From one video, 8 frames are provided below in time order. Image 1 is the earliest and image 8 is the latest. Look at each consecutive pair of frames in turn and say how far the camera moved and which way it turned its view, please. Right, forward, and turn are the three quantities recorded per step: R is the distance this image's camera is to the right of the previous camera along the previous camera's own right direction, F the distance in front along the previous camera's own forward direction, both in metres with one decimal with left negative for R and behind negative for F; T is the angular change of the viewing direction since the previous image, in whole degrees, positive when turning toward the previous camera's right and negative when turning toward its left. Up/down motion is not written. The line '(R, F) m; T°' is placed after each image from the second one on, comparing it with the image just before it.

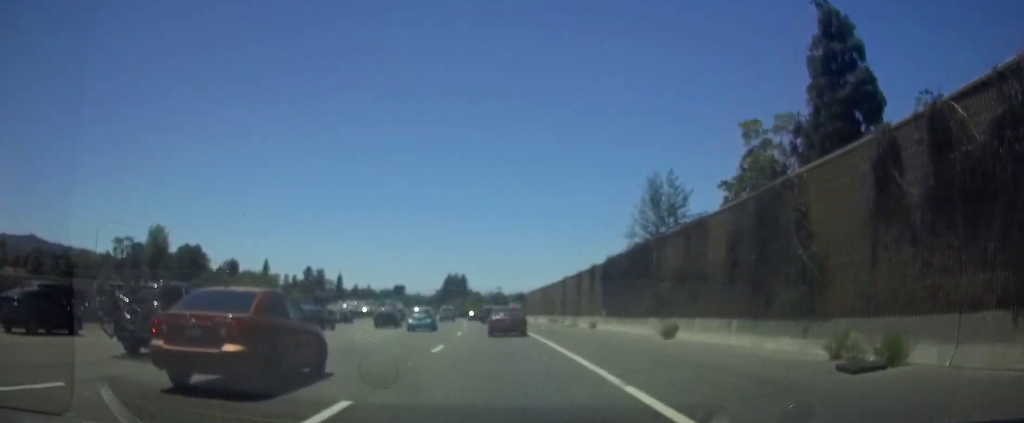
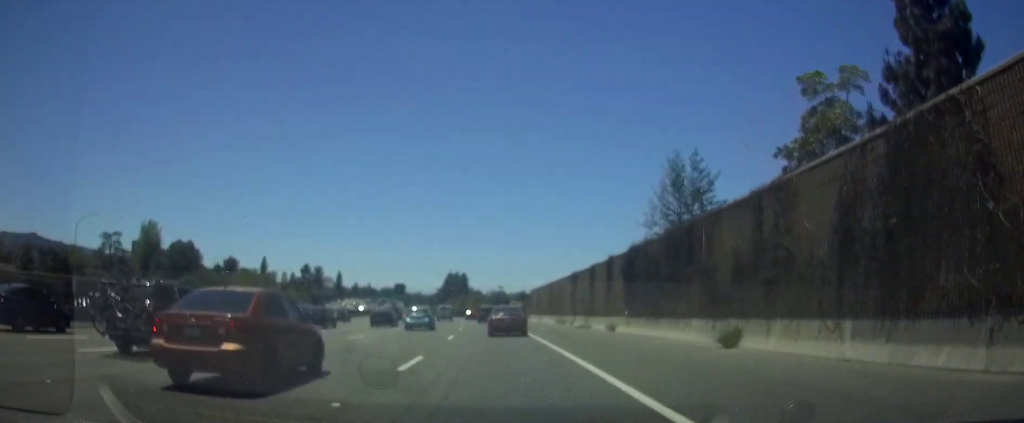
(0.0, +5.9) m; 0°
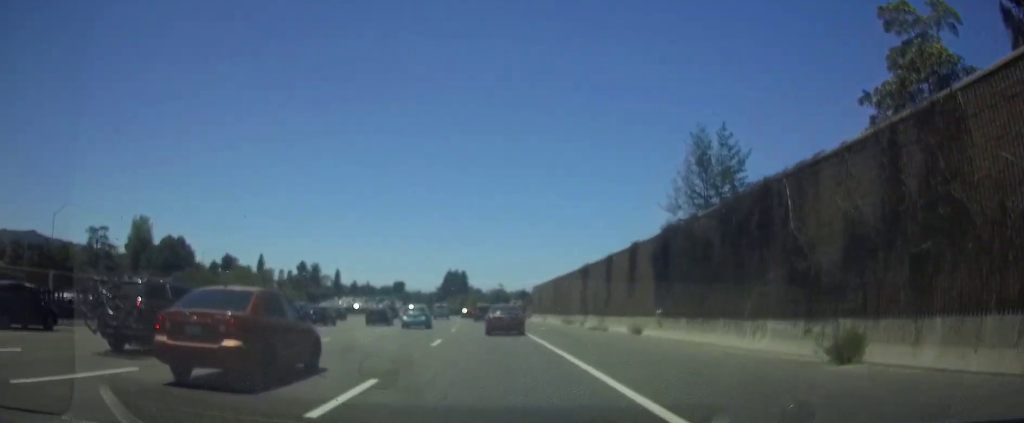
(0.0, +5.9) m; 0°
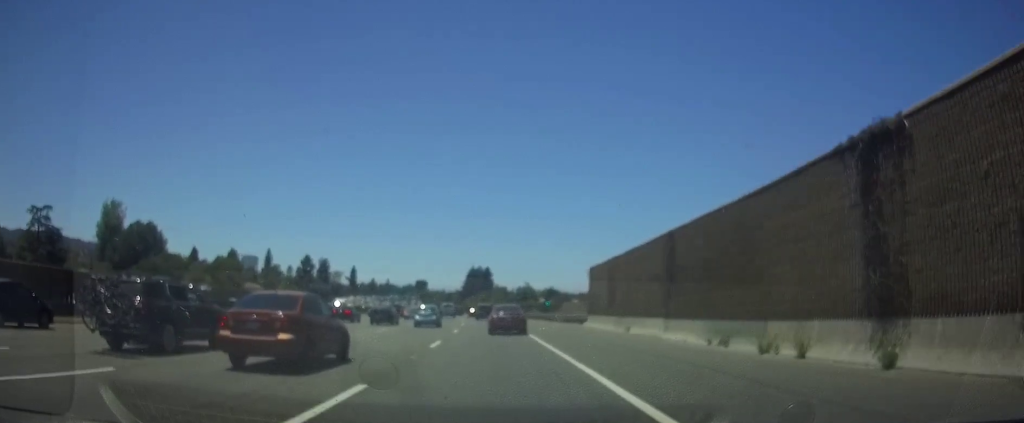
(-0.9, +29.5) m; -3°
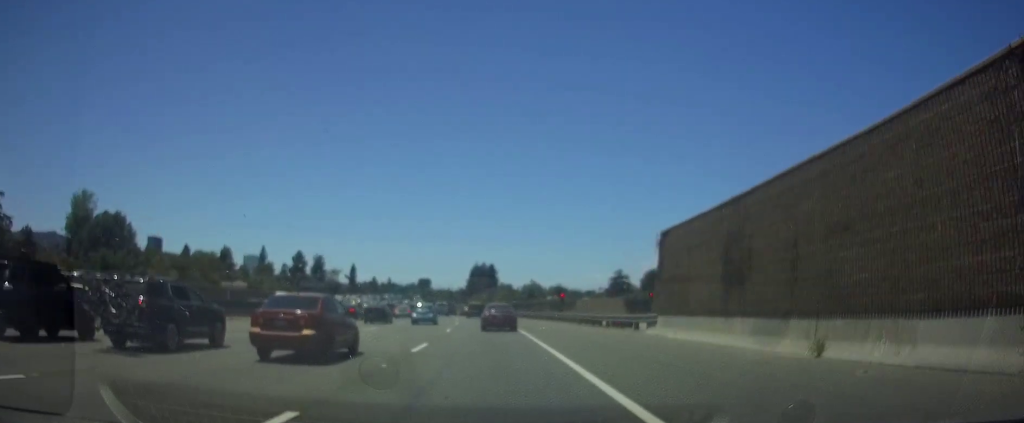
(0.0, +17.3) m; 0°
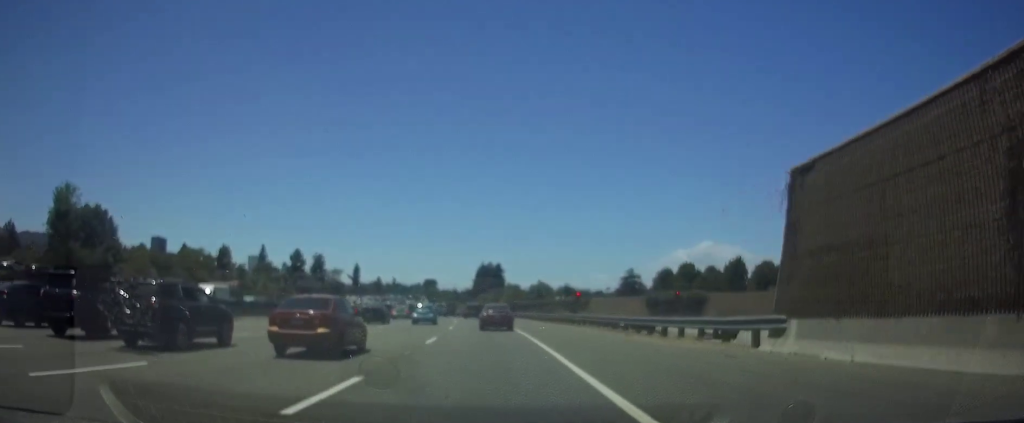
(0.0, +10.9) m; -1°
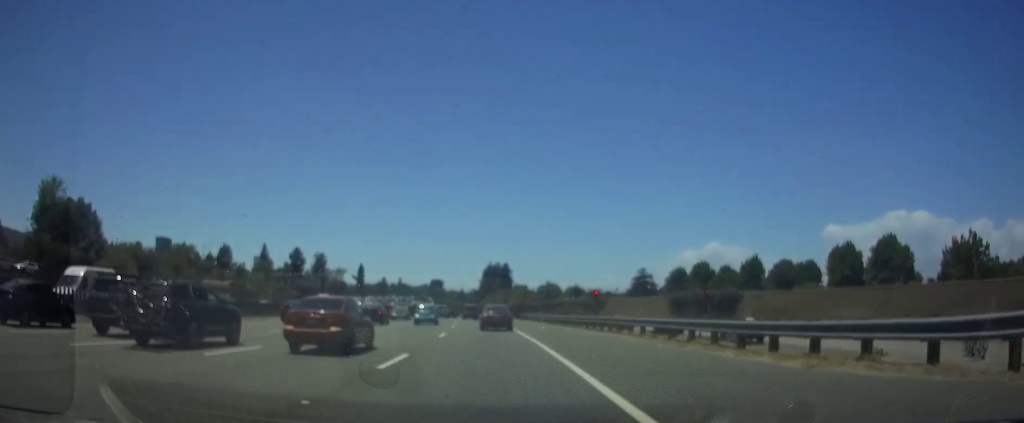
(0.0, +9.3) m; -1°
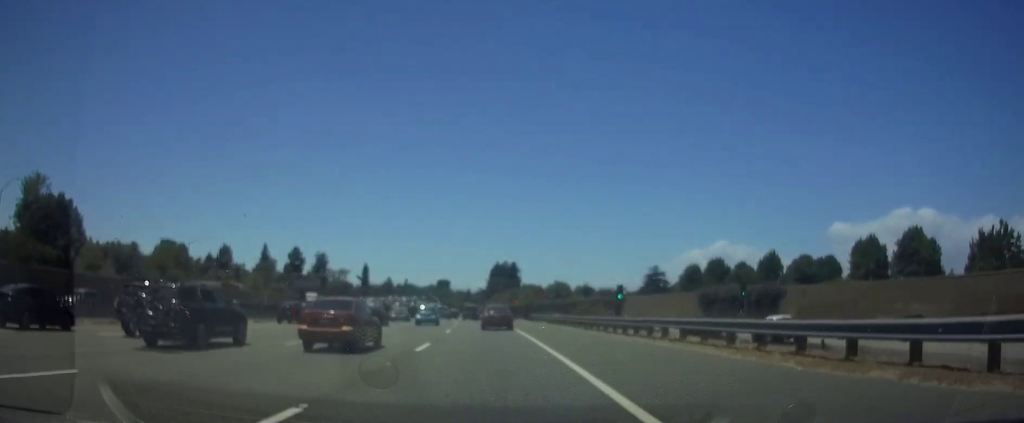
(-0.1, +9.4) m; -1°
